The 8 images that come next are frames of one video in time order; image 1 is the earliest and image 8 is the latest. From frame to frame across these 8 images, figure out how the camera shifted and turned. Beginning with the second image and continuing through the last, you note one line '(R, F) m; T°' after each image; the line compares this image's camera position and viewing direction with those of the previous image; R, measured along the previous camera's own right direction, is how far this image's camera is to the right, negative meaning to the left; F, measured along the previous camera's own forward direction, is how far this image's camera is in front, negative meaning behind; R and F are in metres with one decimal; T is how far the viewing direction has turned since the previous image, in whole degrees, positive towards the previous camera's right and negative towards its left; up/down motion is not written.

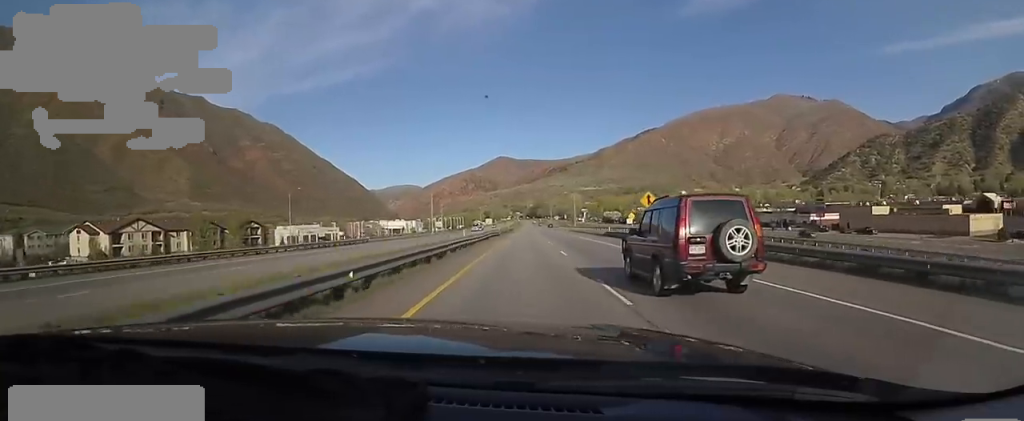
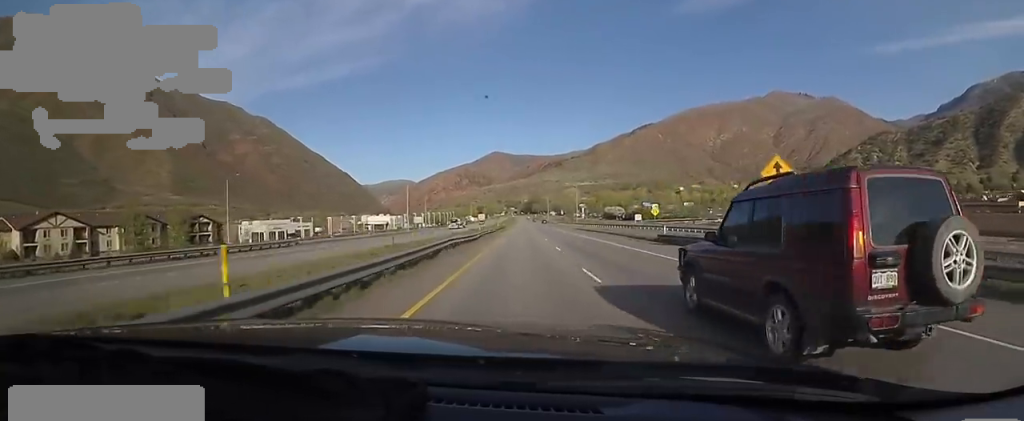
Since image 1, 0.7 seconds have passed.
(+0.9, +22.2) m; +1°
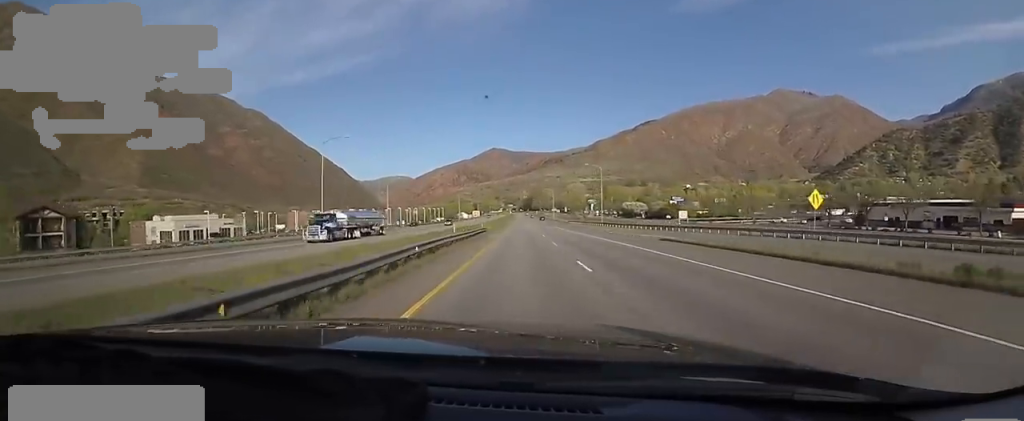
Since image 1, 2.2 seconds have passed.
(-0.8, +46.5) m; -3°
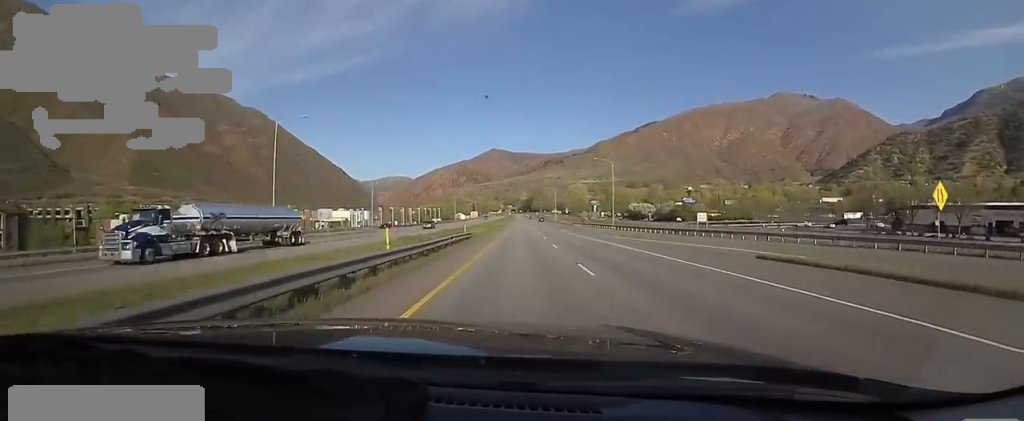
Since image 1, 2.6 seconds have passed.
(0.0, +12.7) m; 0°
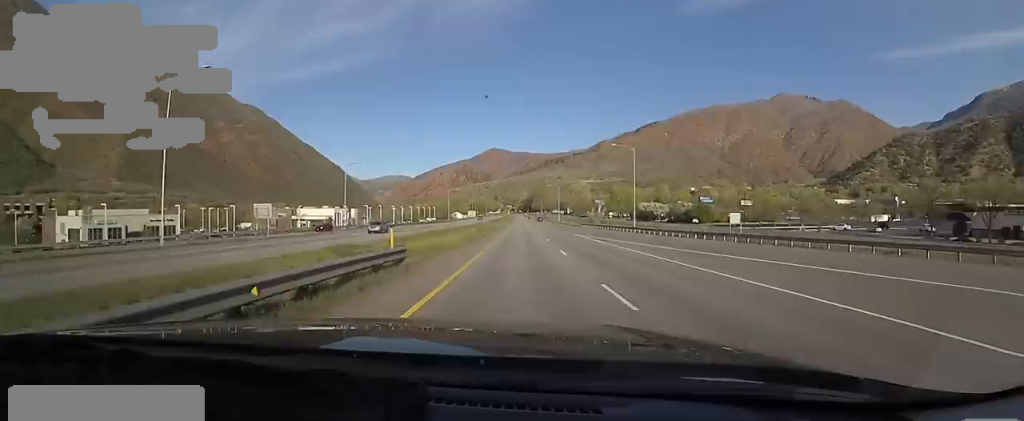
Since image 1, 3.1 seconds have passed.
(0.0, +16.9) m; 0°
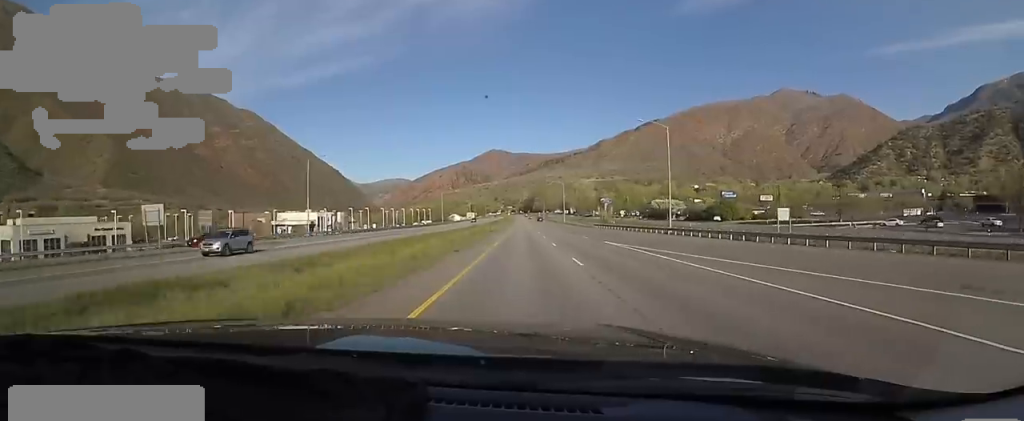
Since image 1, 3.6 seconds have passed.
(0.0, +16.9) m; 0°
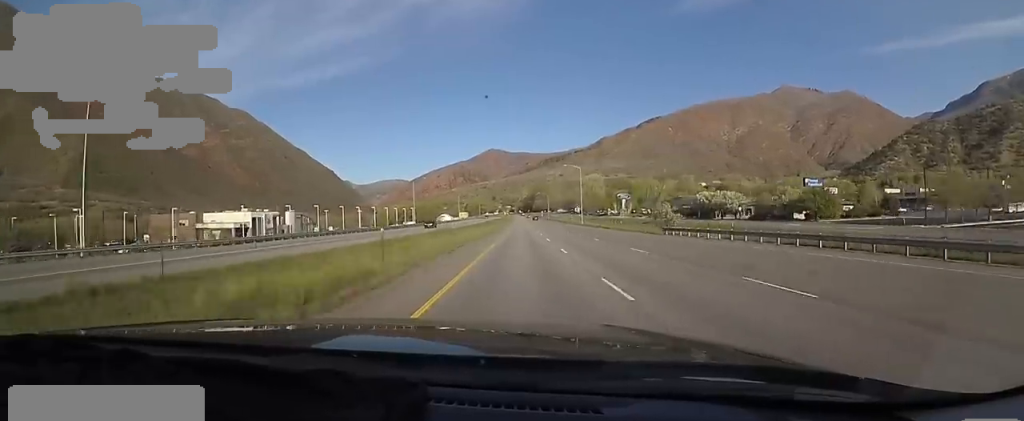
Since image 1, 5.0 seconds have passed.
(0.0, +43.2) m; 0°
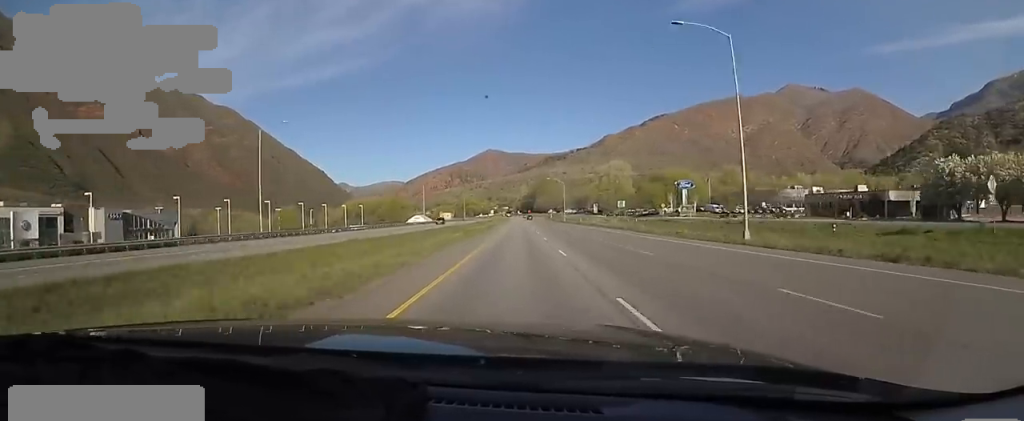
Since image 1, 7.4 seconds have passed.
(+3.0, +76.1) m; +2°
